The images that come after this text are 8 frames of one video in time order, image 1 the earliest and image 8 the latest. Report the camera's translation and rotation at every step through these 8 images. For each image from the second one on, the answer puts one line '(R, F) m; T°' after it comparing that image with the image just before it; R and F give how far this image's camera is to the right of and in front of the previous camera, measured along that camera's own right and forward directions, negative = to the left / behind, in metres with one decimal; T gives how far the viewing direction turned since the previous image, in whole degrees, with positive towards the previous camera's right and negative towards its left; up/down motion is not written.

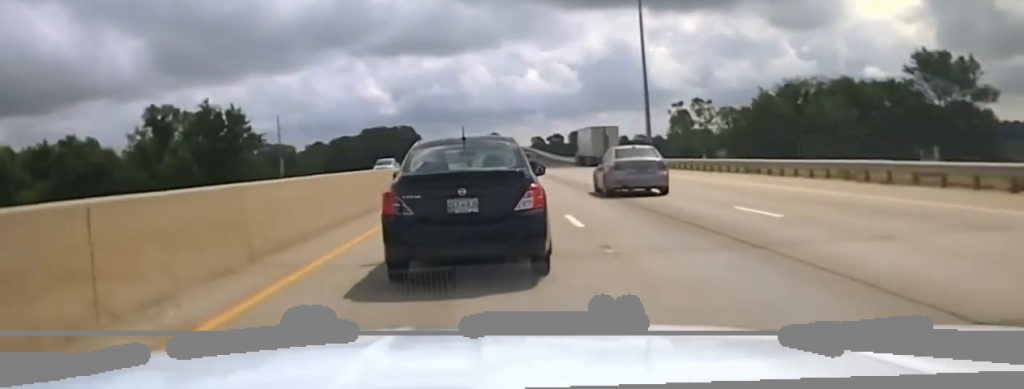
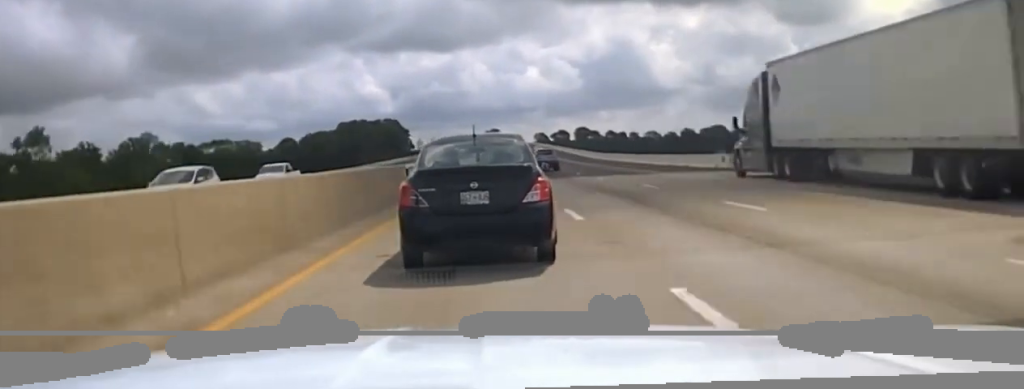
(0.0, +73.4) m; 0°
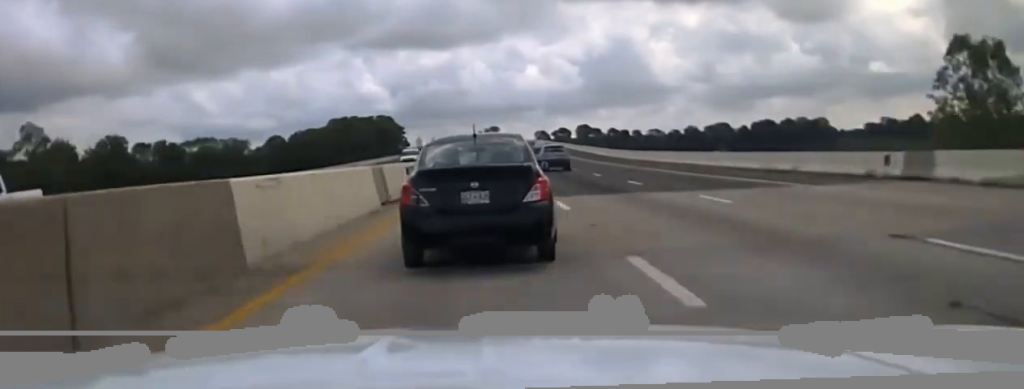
(+0.1, +23.4) m; 0°
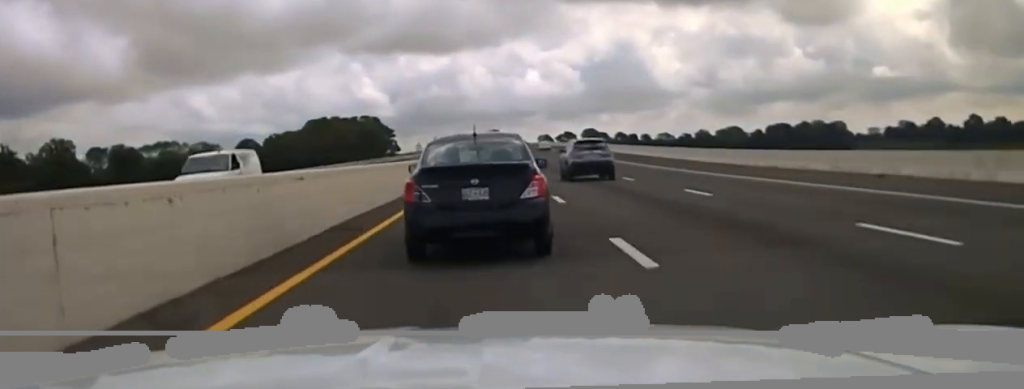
(+0.1, +51.4) m; 0°
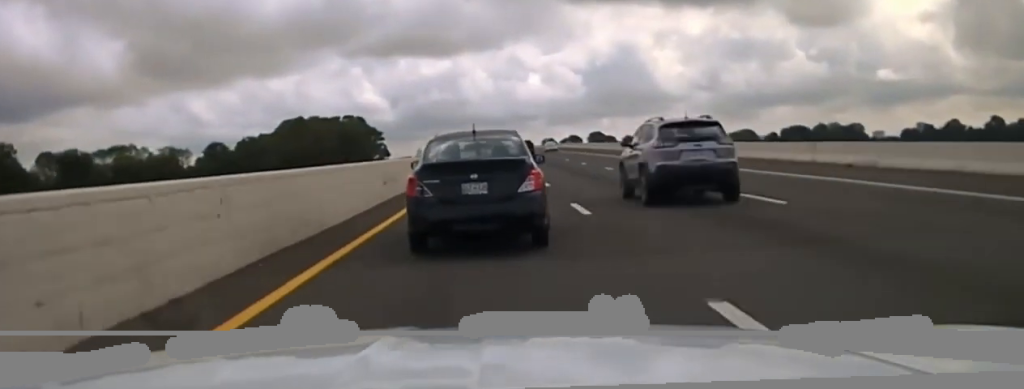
(0.0, +46.5) m; 0°
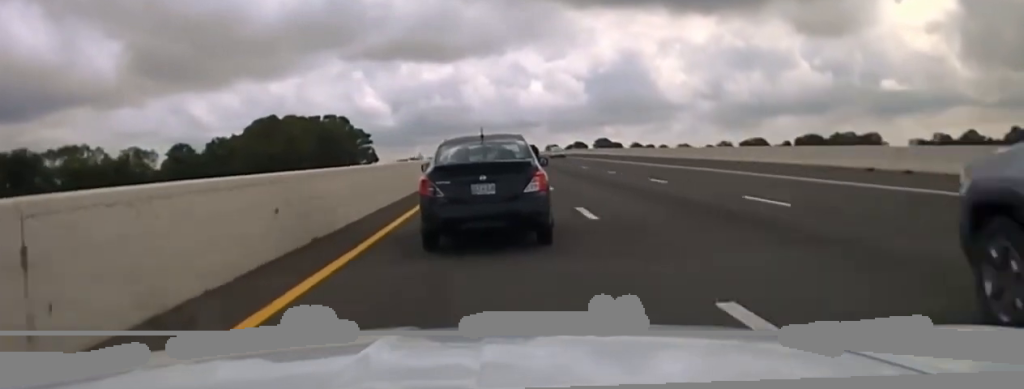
(+0.1, +40.7) m; 0°
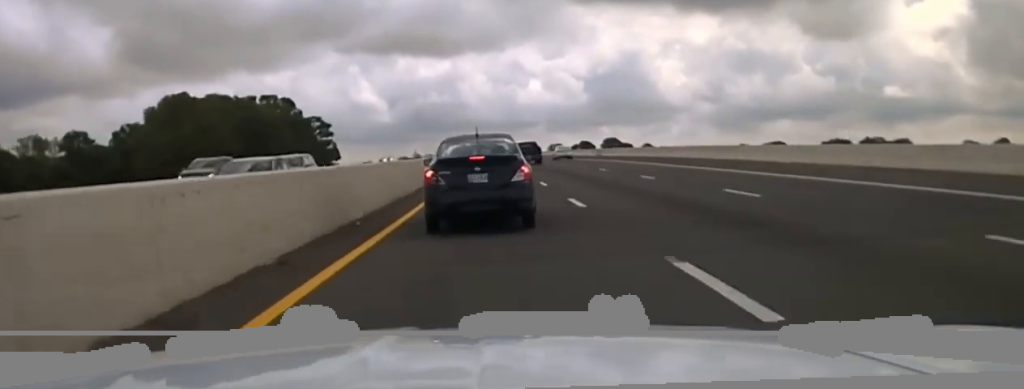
(-0.1, +66.3) m; 0°
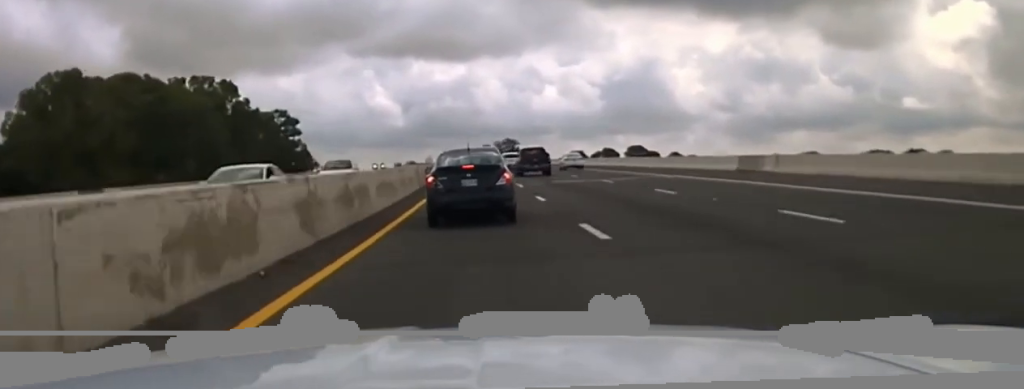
(-0.1, +43.3) m; -1°
